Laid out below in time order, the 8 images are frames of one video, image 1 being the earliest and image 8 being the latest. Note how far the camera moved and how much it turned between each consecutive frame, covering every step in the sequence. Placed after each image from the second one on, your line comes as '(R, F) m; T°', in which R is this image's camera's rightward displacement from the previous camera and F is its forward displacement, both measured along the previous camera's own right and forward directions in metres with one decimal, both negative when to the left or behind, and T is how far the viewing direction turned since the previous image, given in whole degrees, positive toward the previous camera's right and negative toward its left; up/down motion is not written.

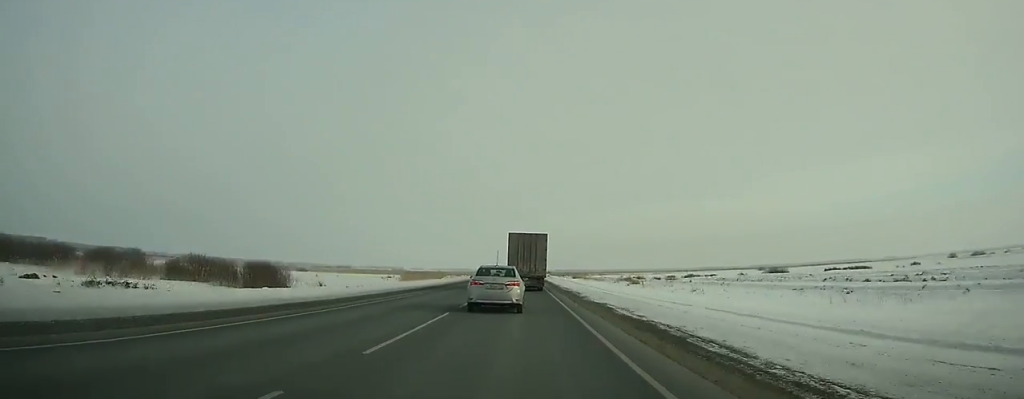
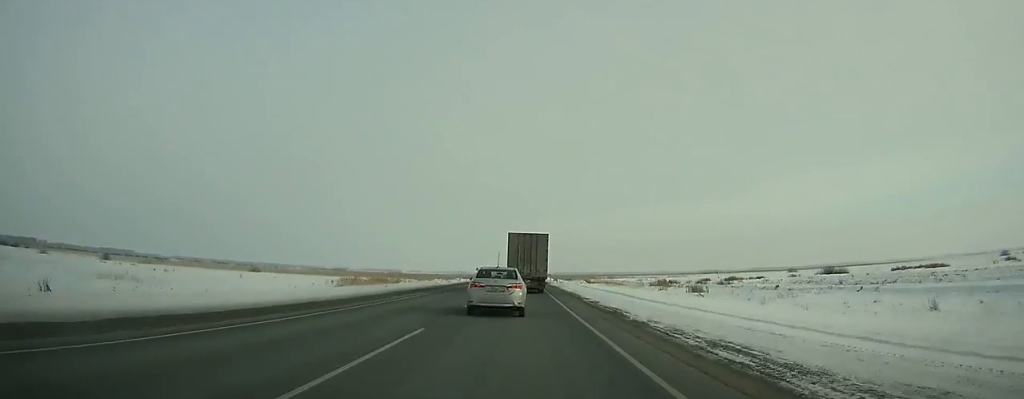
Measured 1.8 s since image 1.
(0.0, +39.9) m; 0°
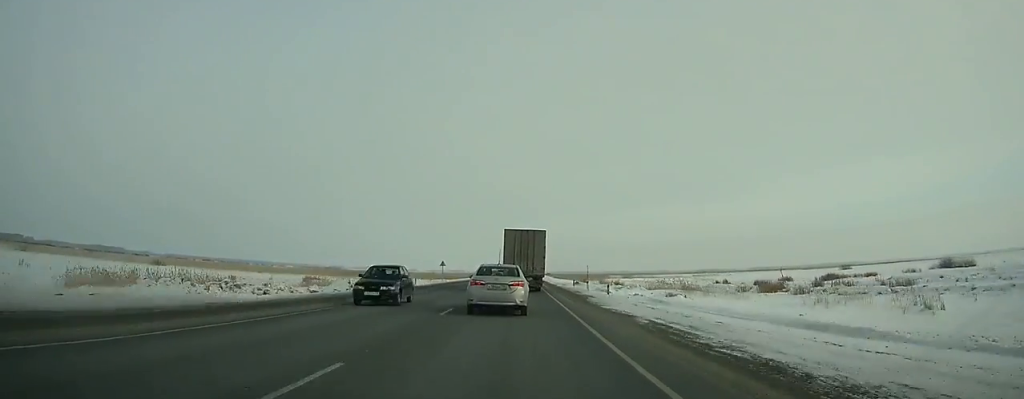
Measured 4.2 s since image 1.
(+0.1, +53.3) m; 0°
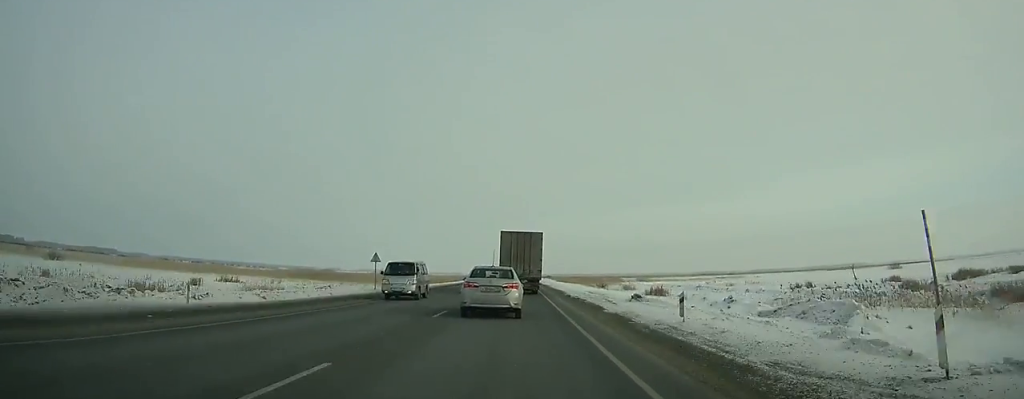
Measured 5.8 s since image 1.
(0.0, +35.6) m; 0°
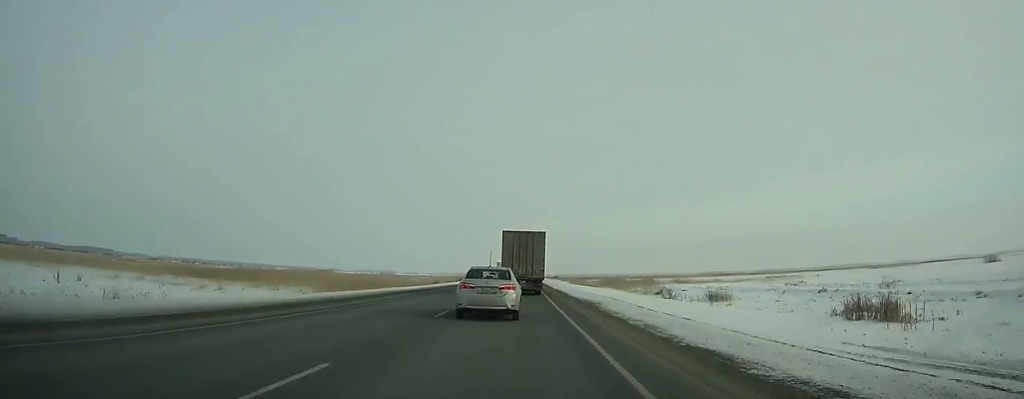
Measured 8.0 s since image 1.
(0.0, +49.2) m; 0°
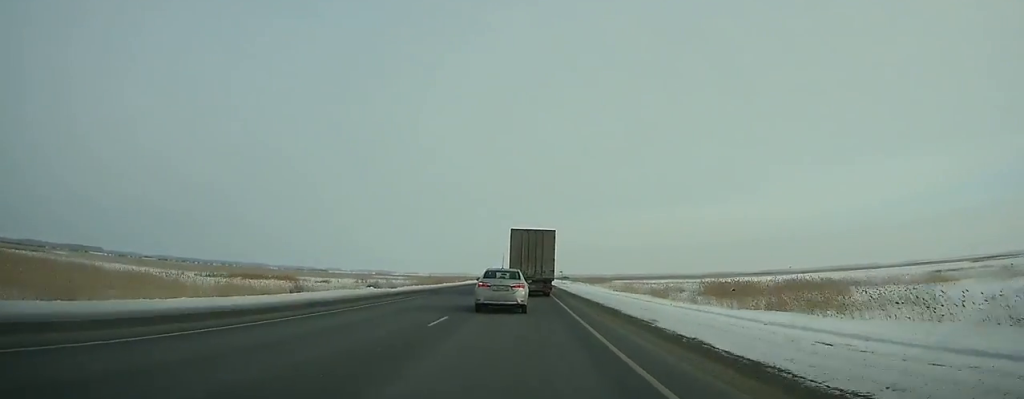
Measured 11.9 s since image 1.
(+0.1, +89.5) m; 0°
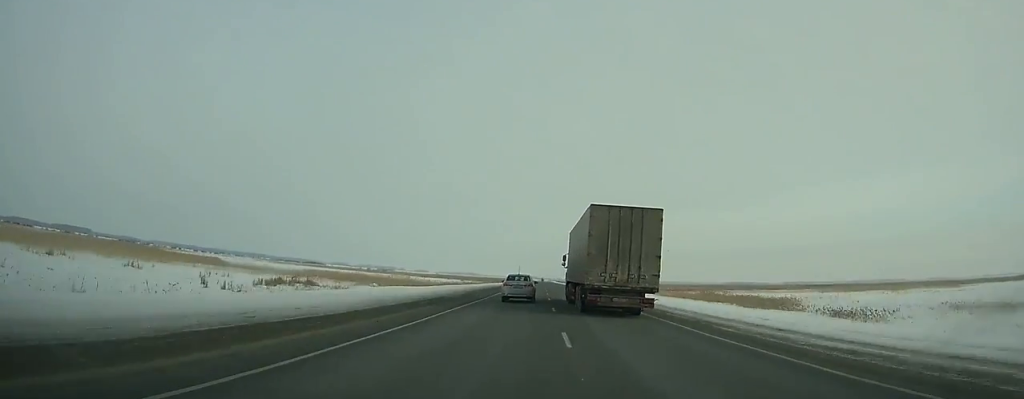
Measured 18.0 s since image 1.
(-1.9, +152.1) m; -1°
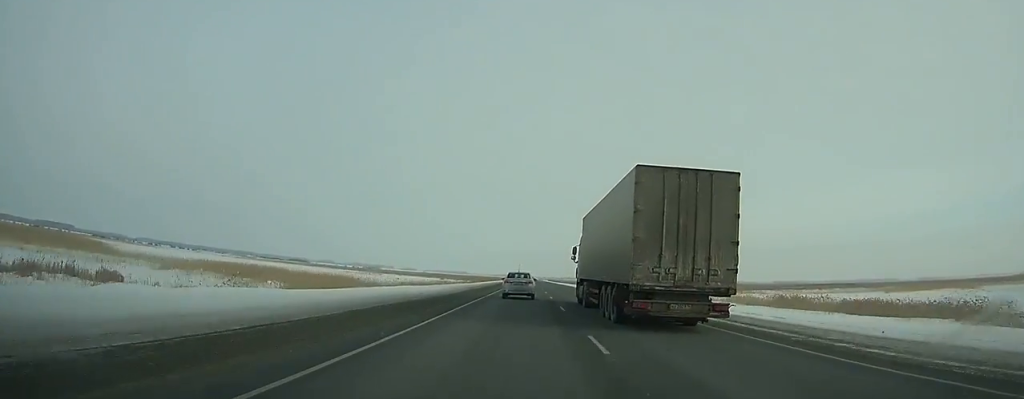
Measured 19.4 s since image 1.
(-0.1, +37.1) m; 0°
